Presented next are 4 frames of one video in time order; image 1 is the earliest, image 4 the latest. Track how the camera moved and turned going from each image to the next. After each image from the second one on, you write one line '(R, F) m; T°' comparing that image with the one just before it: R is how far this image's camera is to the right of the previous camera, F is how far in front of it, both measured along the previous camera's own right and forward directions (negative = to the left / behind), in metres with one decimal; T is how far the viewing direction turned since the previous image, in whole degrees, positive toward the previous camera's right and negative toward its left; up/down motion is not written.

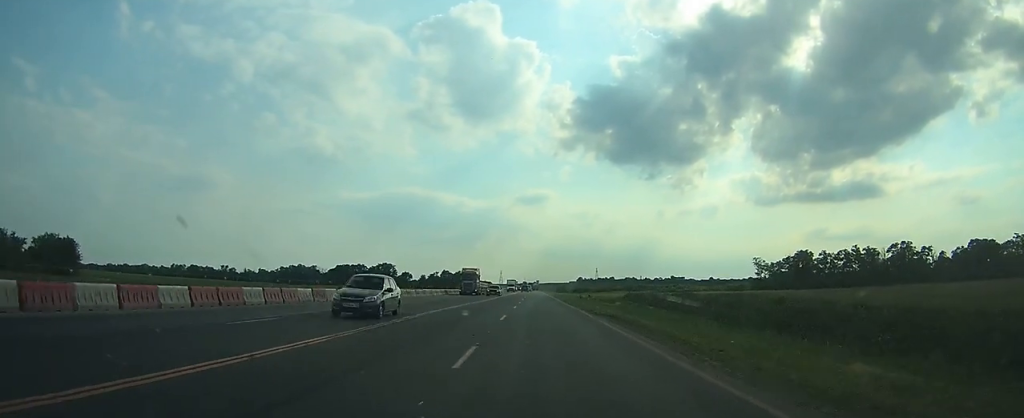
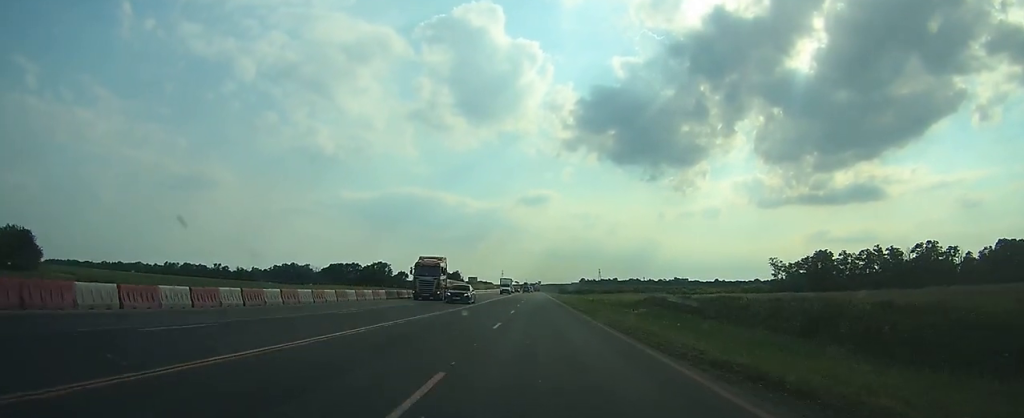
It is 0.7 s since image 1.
(0.0, +15.5) m; 0°
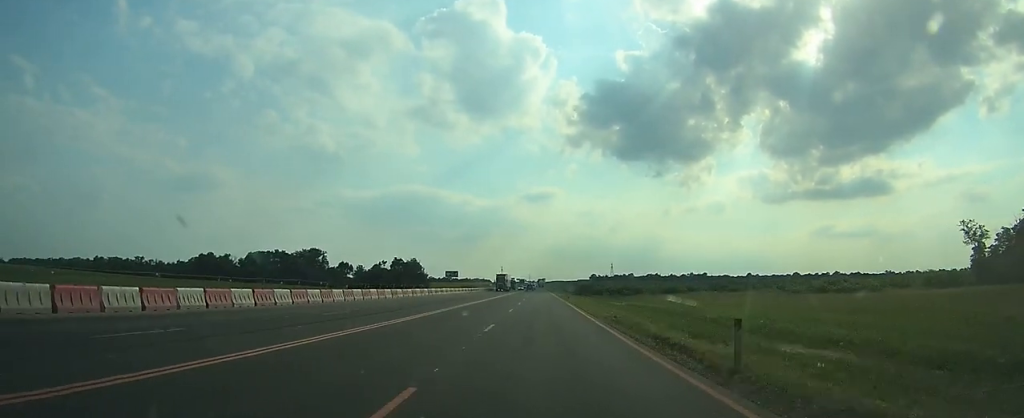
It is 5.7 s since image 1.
(-0.3, +109.8) m; 0°
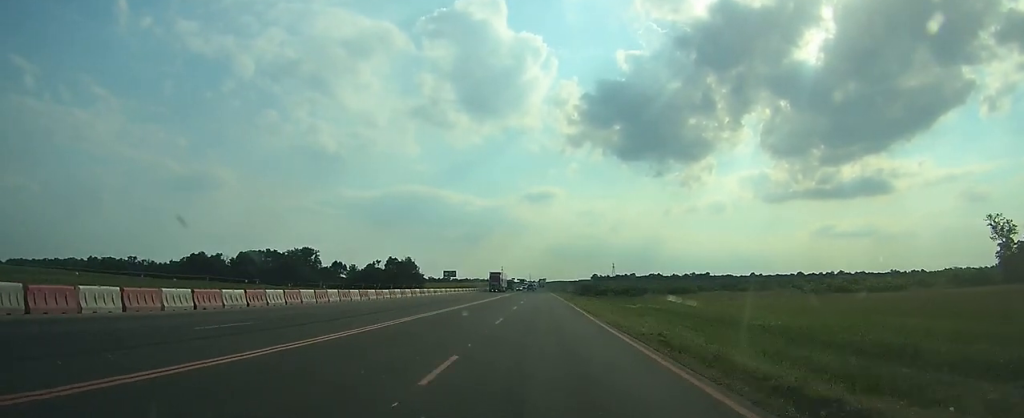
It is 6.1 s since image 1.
(0.0, +8.7) m; 0°
